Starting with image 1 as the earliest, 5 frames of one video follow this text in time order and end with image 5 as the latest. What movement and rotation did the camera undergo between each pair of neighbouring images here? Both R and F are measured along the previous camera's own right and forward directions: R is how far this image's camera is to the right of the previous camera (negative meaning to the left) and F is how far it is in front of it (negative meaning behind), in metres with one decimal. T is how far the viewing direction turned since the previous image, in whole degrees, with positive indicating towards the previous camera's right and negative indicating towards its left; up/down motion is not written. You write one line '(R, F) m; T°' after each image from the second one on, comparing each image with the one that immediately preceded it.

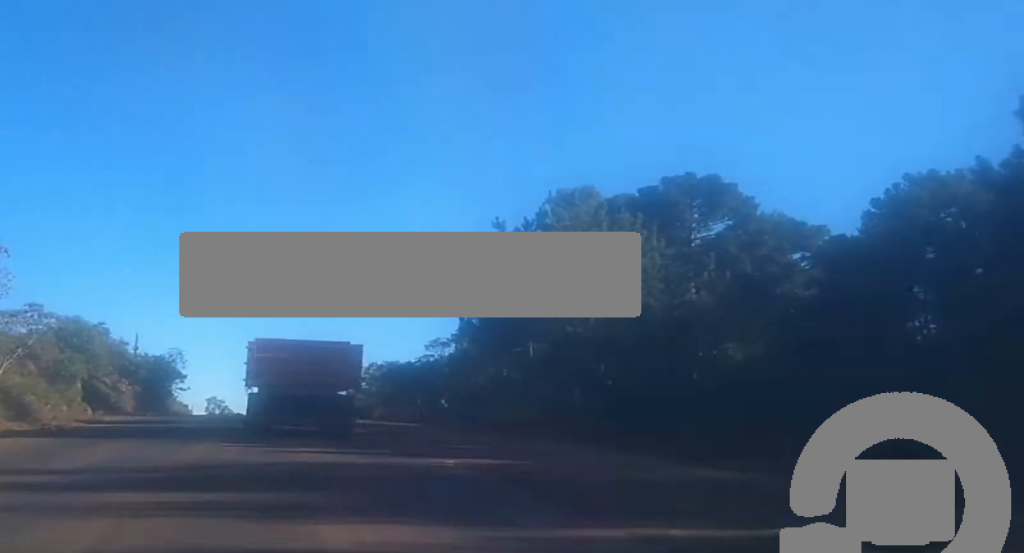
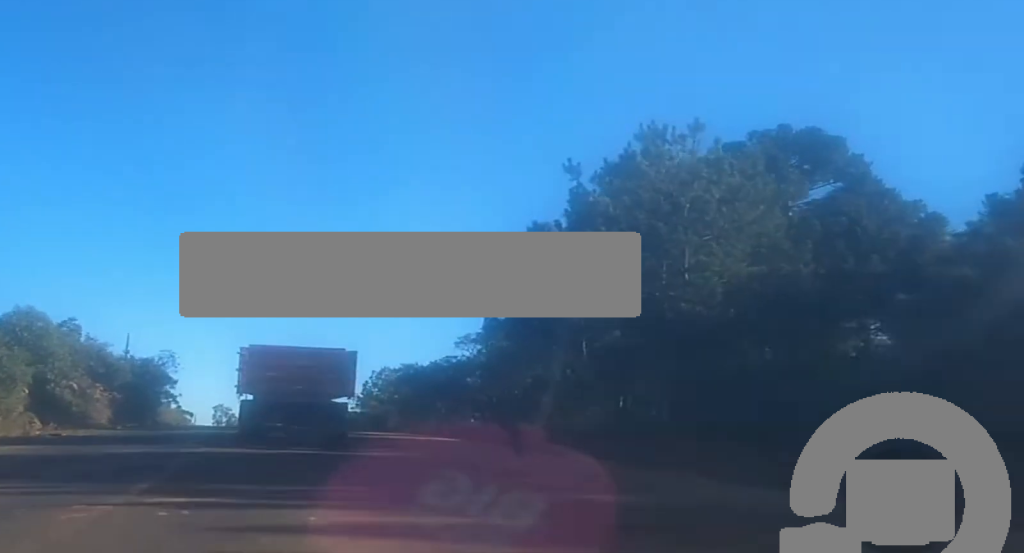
(0.0, +10.5) m; -2°
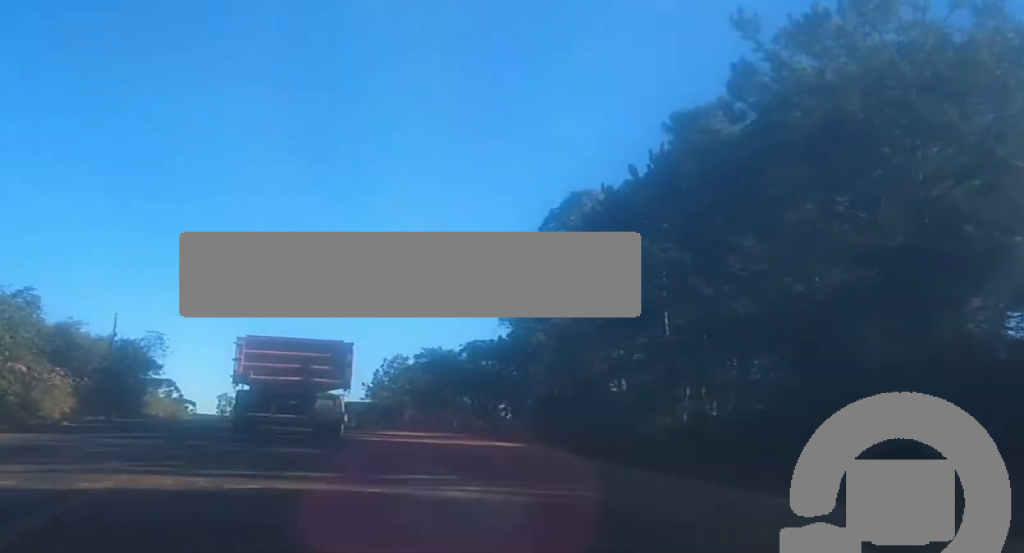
(-0.3, +10.6) m; -2°
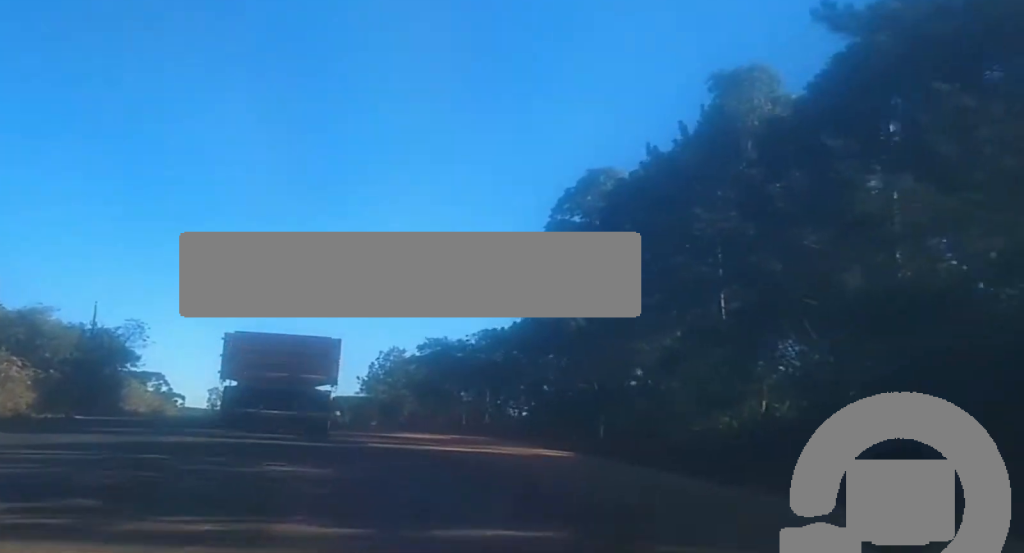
(-0.2, +6.2) m; -1°
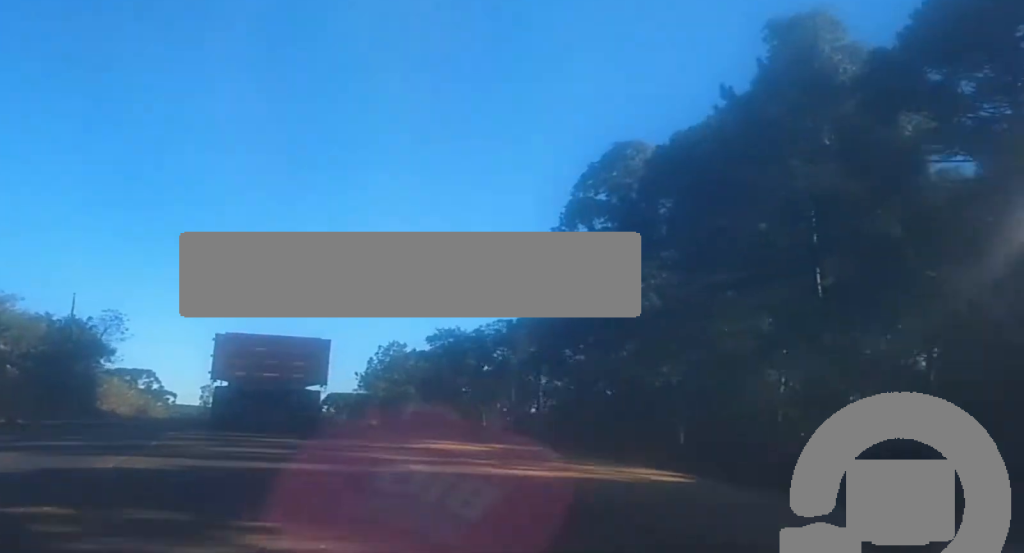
(+0.1, +6.0) m; 0°
